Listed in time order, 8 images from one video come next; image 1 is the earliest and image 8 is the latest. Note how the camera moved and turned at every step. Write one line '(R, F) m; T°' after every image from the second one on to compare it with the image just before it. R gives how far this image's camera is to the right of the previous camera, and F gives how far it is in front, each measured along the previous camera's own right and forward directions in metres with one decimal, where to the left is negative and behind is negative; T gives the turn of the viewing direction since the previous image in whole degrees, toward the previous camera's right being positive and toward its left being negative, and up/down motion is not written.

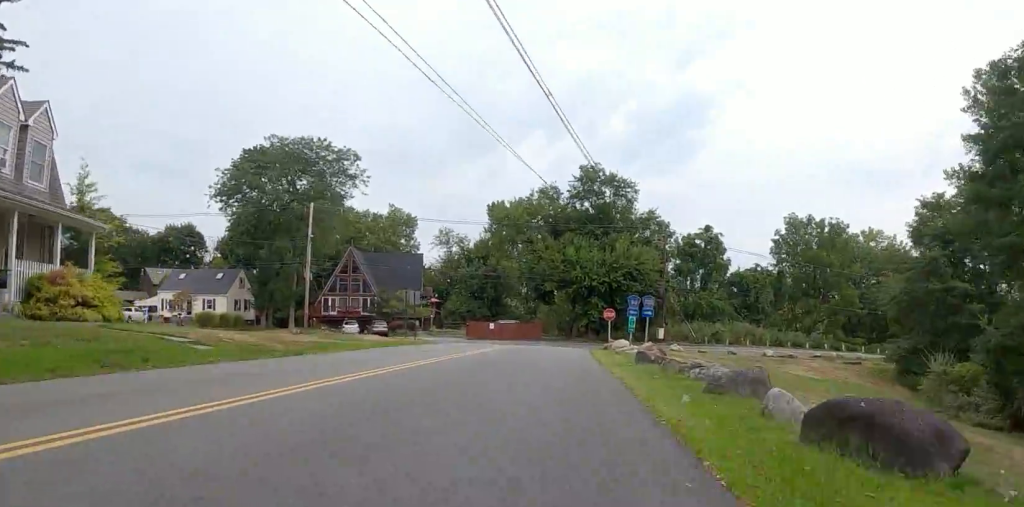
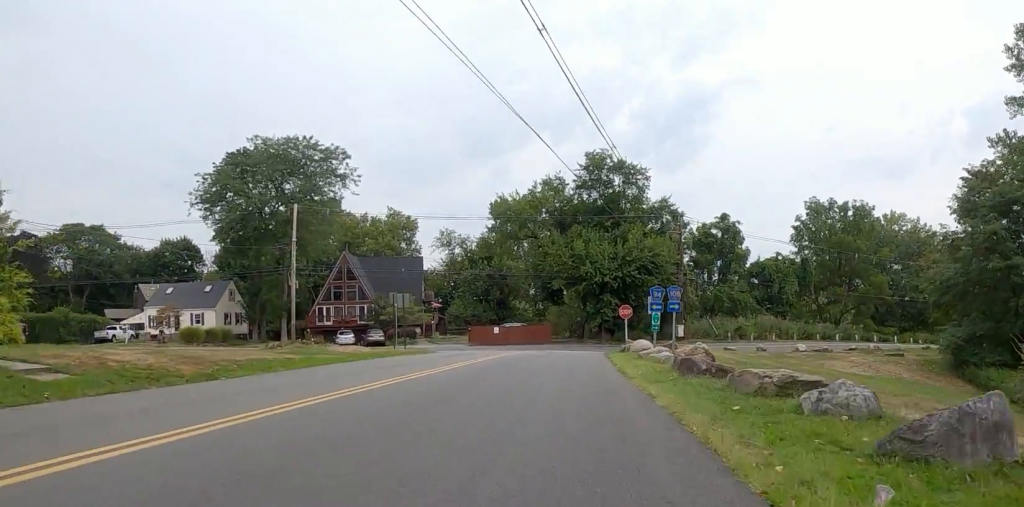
(-0.2, +4.8) m; 0°
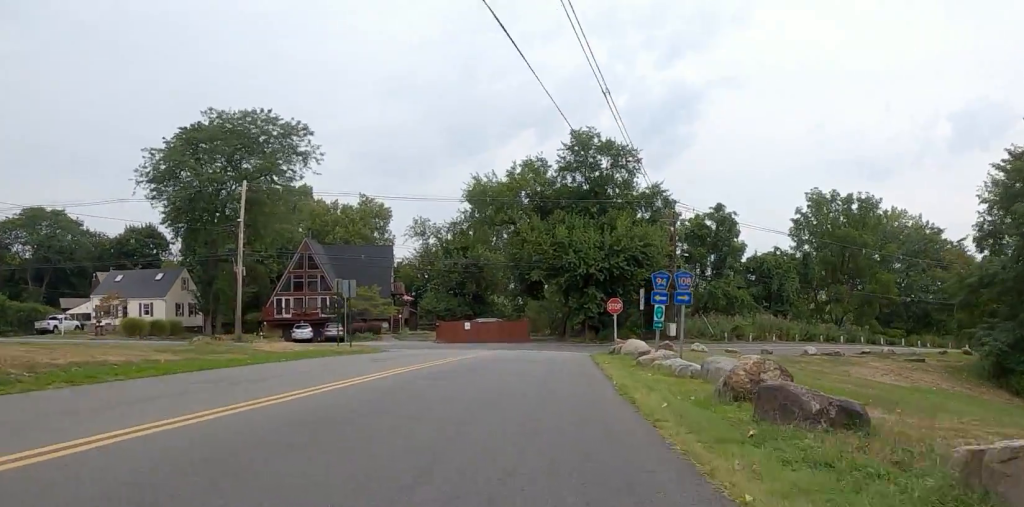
(+0.3, +5.5) m; 0°
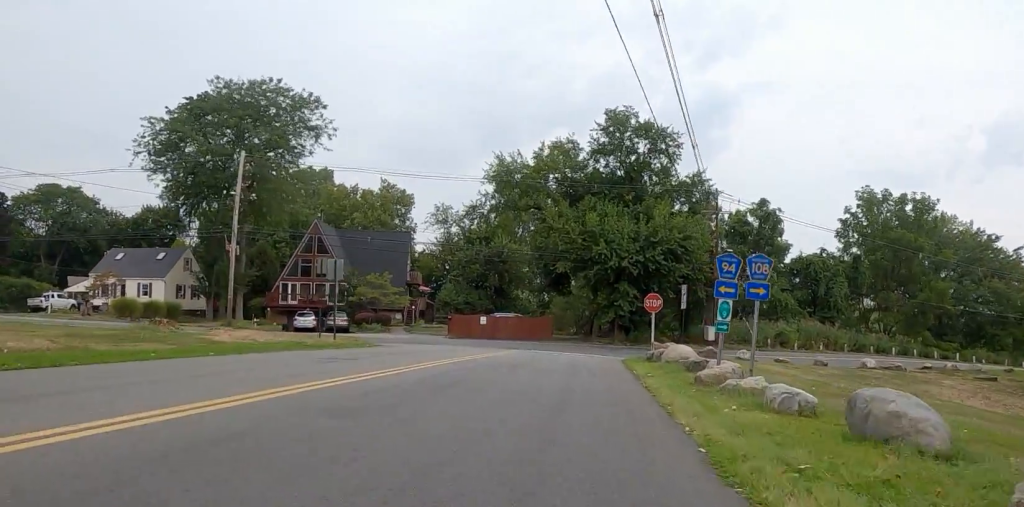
(0.0, +4.9) m; 0°
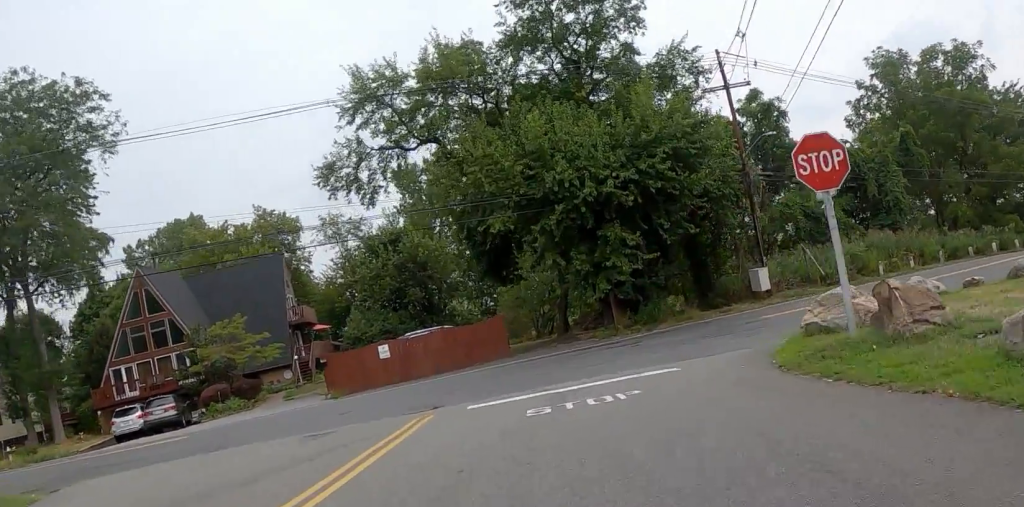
(-0.1, +17.8) m; +4°
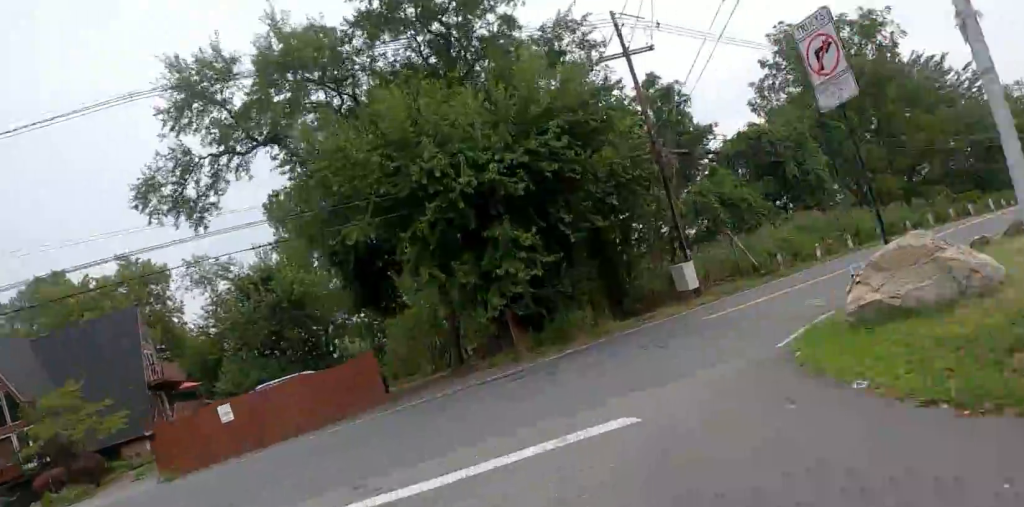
(0.0, +4.7) m; +7°
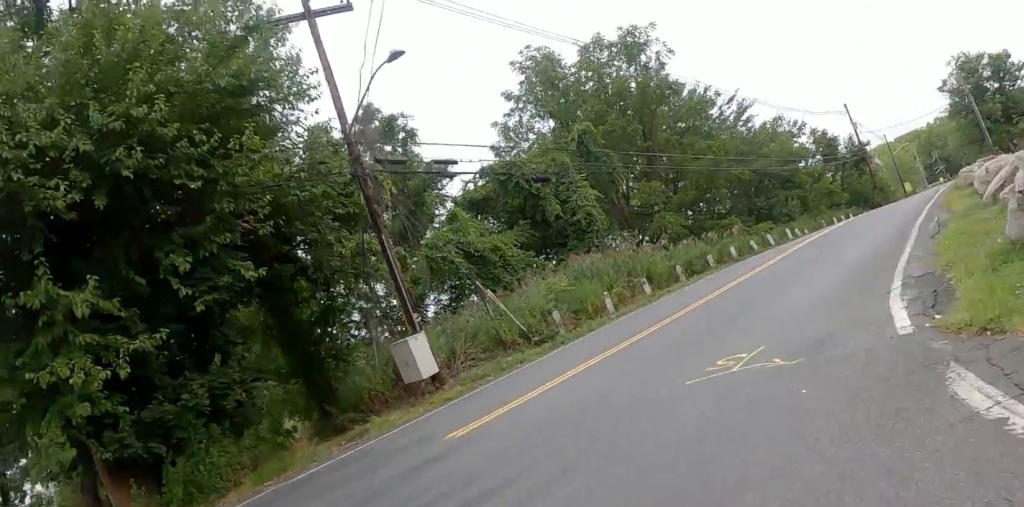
(+1.5, +8.0) m; +24°
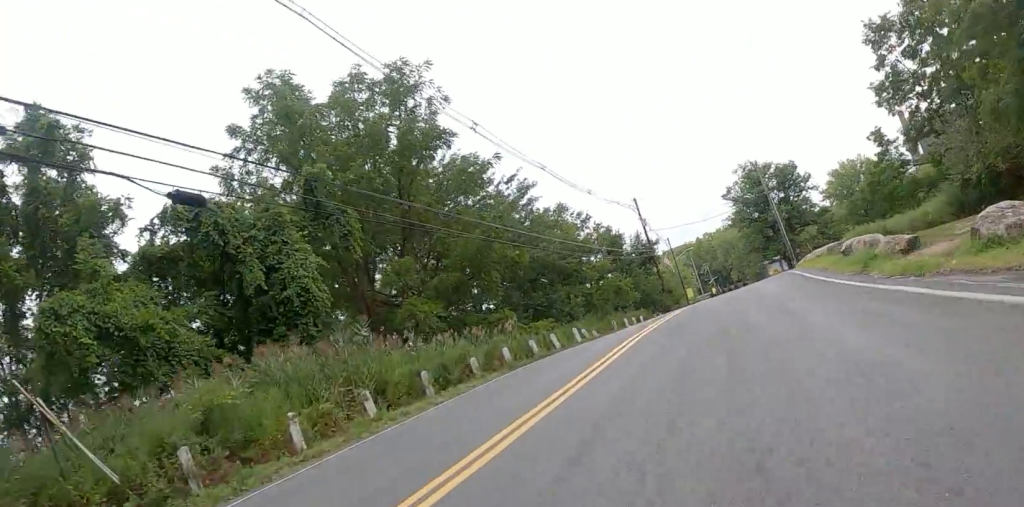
(+1.4, +6.8) m; +25°
